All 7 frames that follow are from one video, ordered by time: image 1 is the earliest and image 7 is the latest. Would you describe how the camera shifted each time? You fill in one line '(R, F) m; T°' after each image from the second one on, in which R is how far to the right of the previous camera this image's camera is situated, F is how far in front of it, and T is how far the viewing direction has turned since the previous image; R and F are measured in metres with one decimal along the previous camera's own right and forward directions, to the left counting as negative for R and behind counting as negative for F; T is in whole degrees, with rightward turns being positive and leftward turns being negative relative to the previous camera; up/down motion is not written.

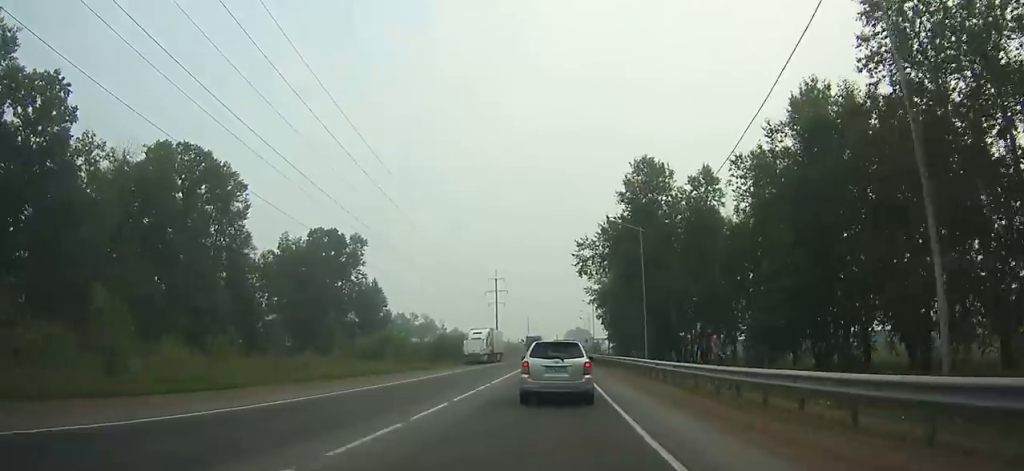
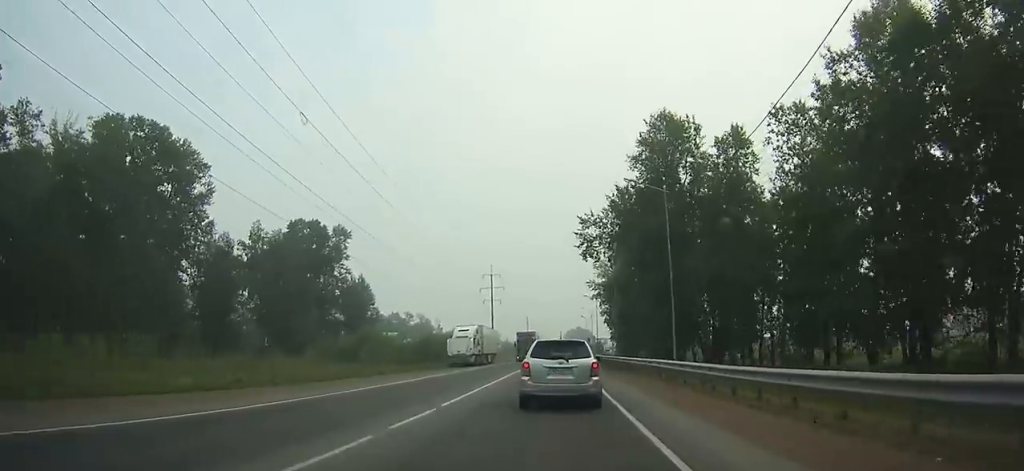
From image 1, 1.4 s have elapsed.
(+0.1, +9.7) m; 0°
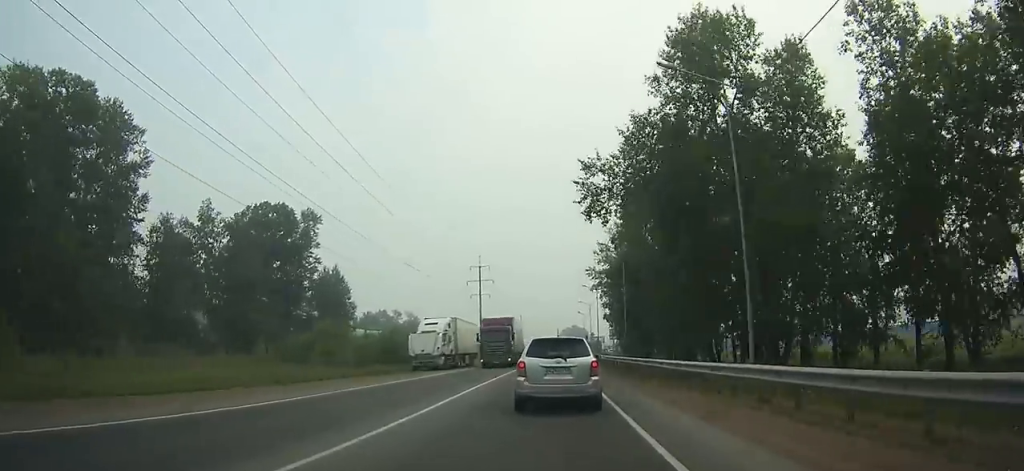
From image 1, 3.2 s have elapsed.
(+0.1, +12.5) m; 0°
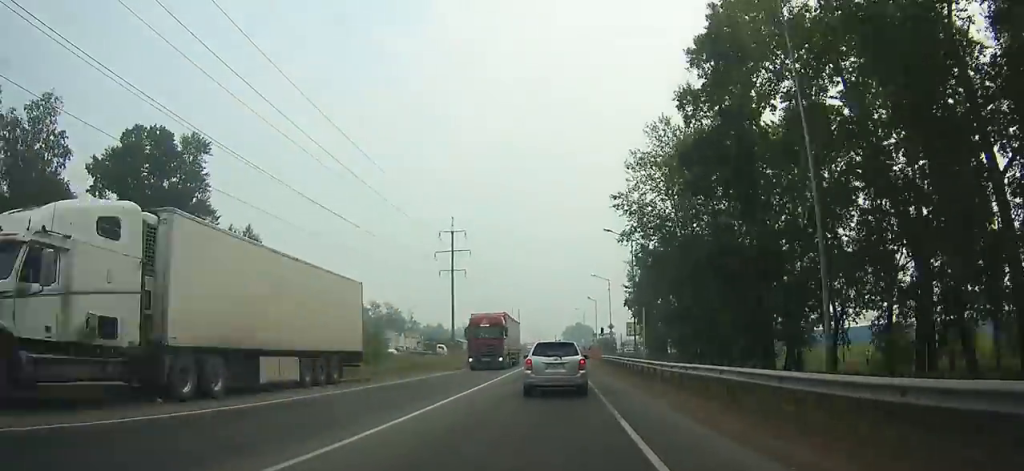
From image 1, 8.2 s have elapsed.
(+0.2, +35.4) m; 0°
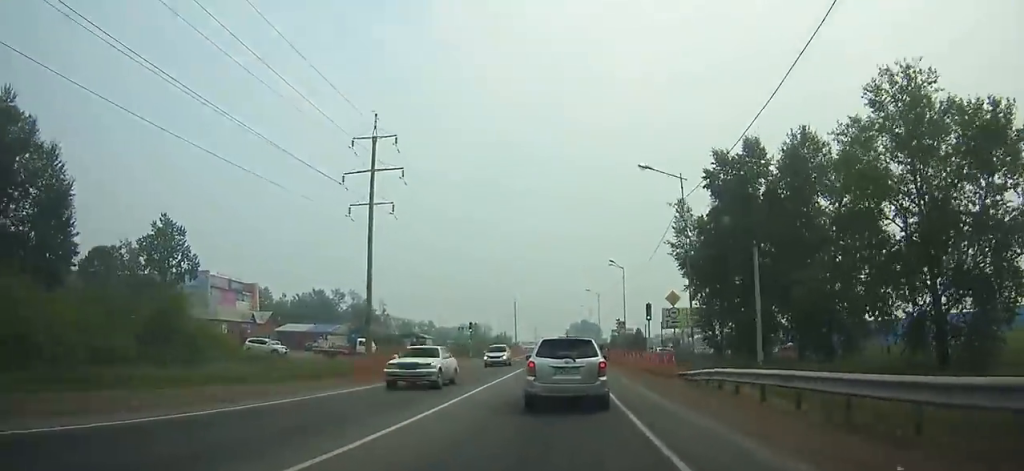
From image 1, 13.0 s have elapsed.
(-0.4, +36.6) m; -2°
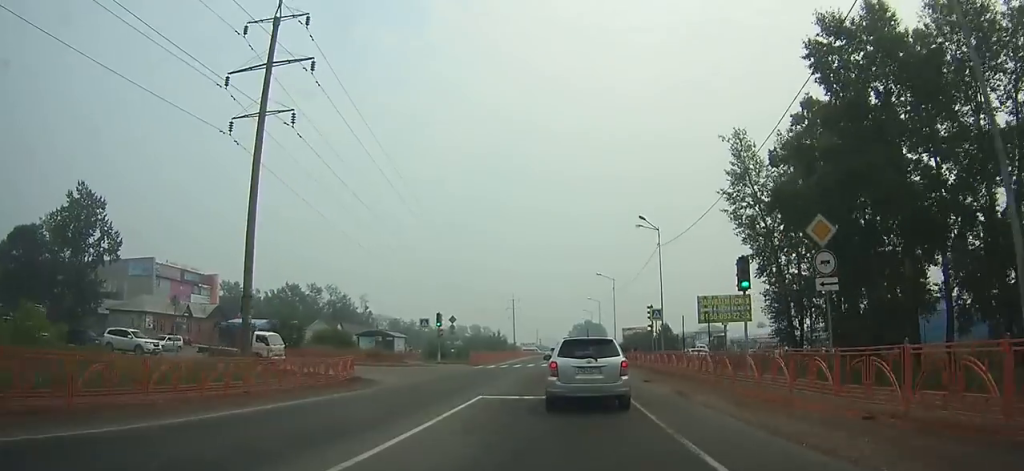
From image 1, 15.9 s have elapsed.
(-0.2, +23.1) m; 0°
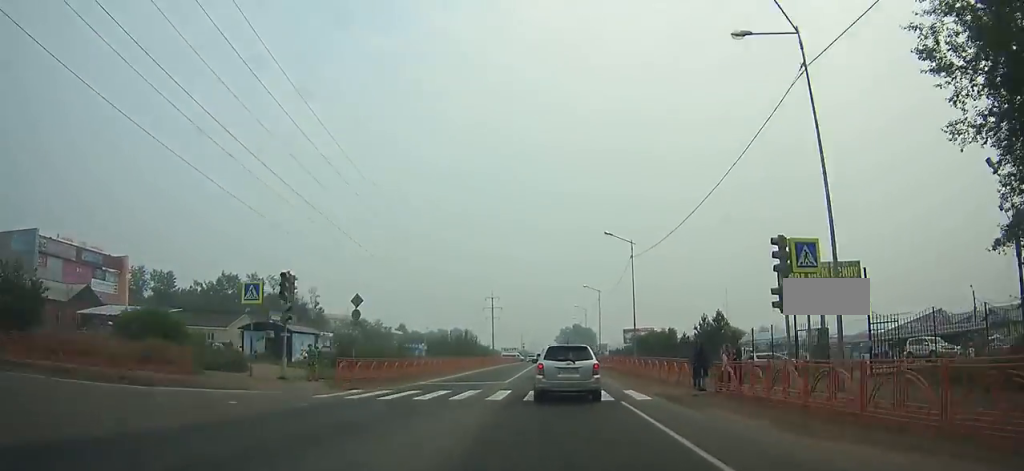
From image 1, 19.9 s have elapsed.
(+0.2, +31.8) m; +1°
